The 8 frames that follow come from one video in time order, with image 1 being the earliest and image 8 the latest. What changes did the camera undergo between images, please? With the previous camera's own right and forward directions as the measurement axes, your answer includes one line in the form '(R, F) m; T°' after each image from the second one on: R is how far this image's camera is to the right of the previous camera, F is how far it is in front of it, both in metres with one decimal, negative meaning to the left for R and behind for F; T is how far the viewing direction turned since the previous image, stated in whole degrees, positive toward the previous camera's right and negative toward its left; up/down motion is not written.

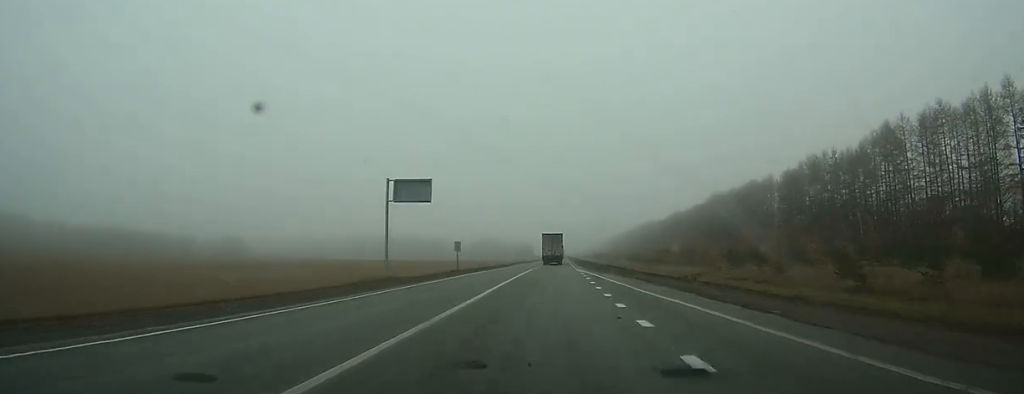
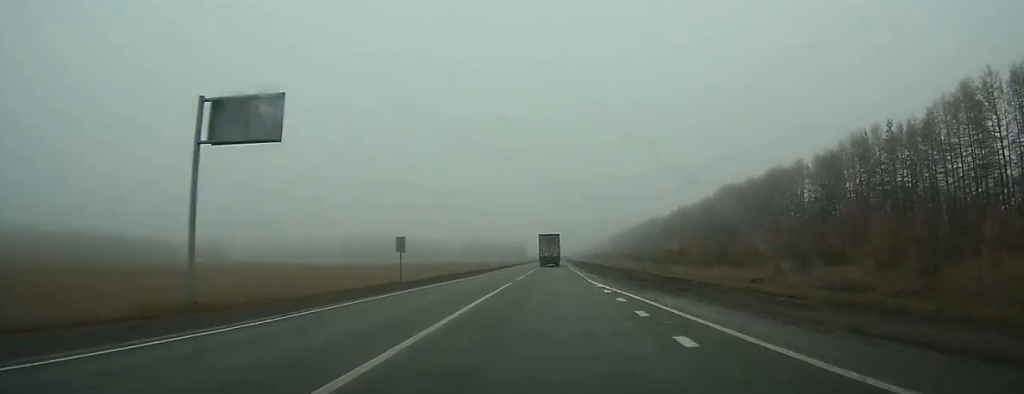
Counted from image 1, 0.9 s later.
(+0.1, +22.1) m; 0°
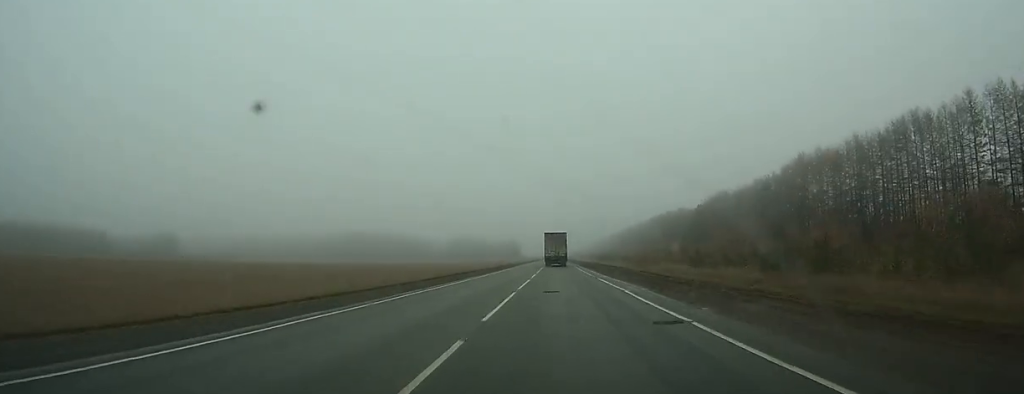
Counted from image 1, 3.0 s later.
(+0.3, +56.3) m; +1°
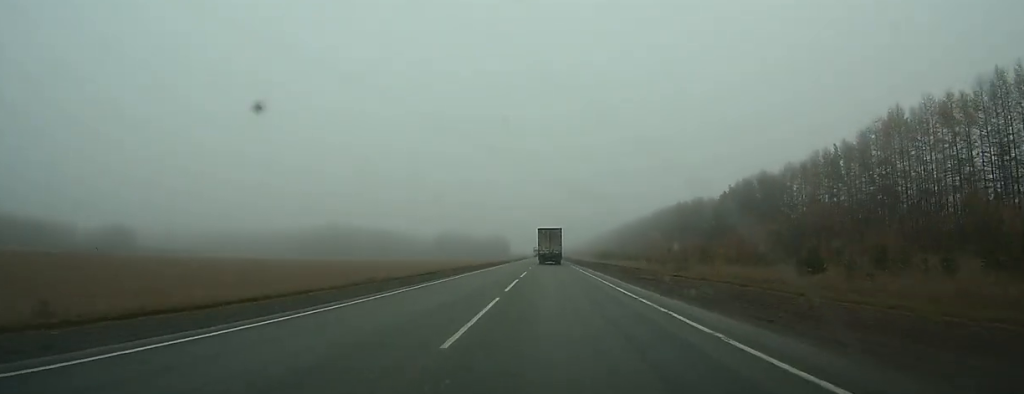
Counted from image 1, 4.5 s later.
(0.0, +41.2) m; +1°
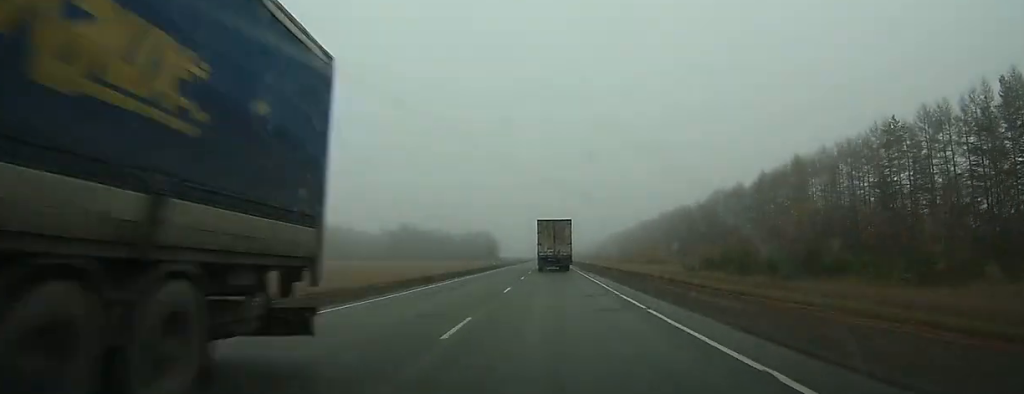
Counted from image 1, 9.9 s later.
(+1.6, +154.3) m; 0°
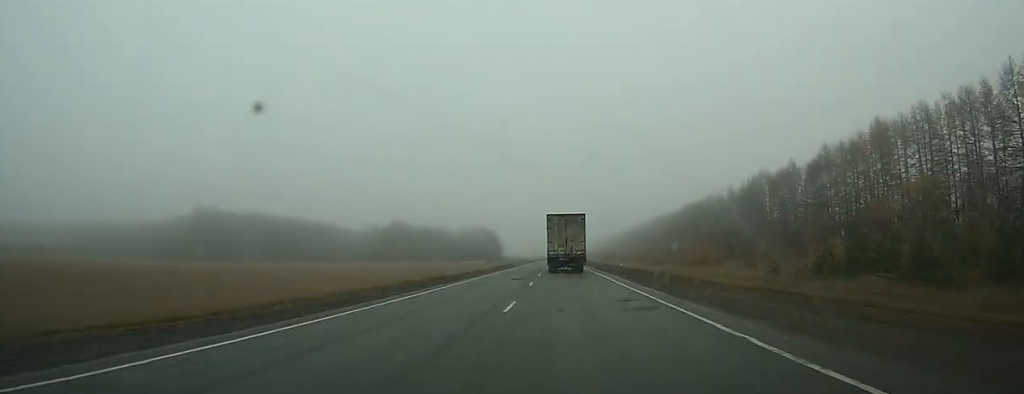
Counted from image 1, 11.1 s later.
(-0.2, +31.6) m; 0°
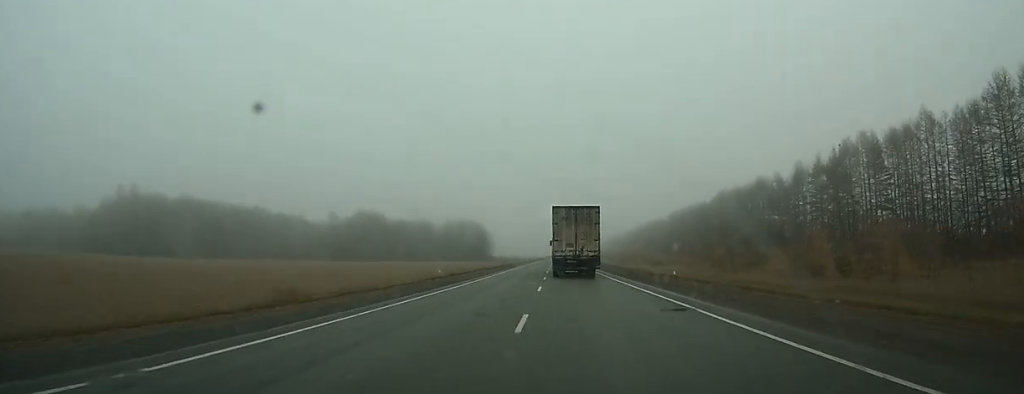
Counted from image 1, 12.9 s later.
(-0.3, +52.2) m; 0°
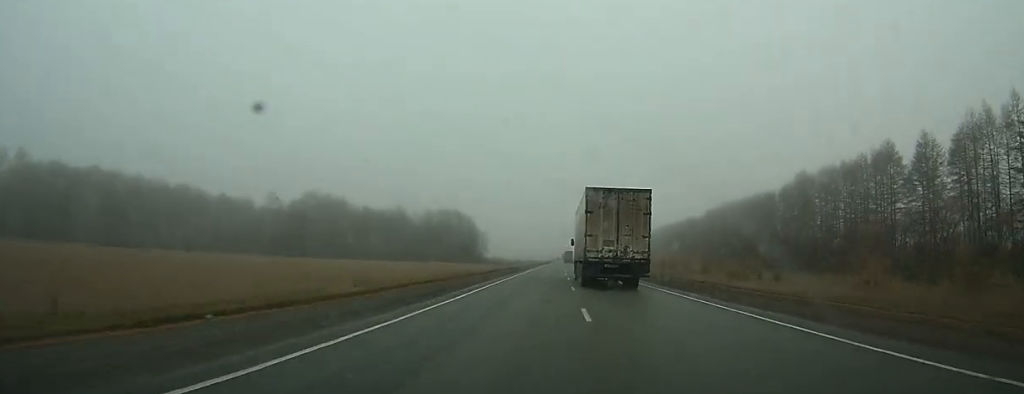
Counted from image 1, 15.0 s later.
(0.0, +58.4) m; 0°
